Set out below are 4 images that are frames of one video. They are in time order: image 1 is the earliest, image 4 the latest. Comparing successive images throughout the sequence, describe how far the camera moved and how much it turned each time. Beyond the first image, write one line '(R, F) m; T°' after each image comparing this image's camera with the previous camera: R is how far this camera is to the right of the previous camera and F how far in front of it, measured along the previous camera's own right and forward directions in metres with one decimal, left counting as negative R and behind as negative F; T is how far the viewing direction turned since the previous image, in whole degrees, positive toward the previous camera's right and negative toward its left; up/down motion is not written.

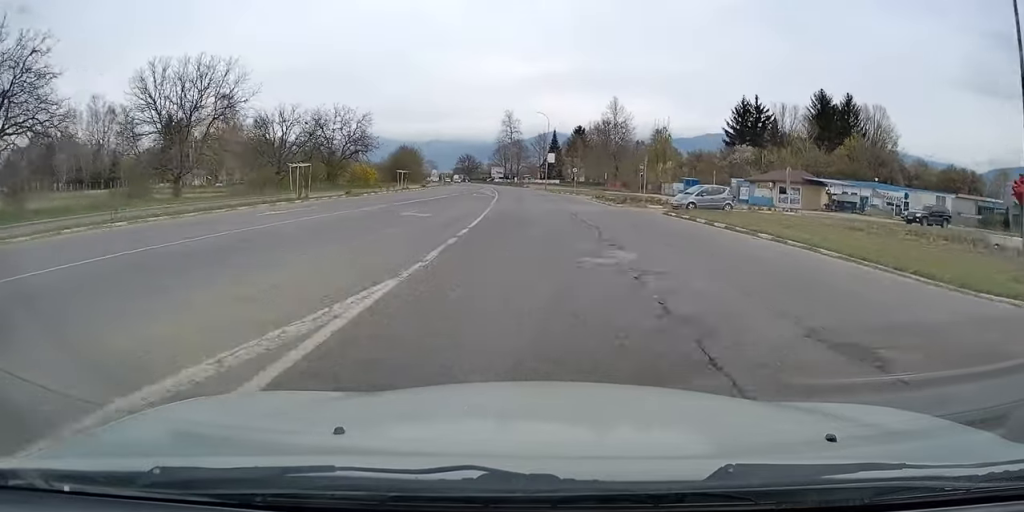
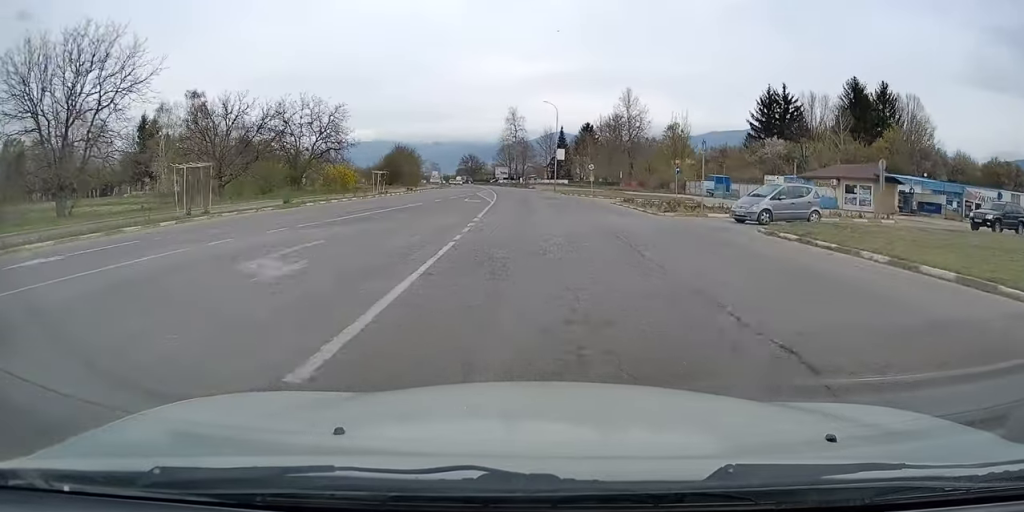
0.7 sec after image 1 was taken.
(-0.4, +12.8) m; -1°
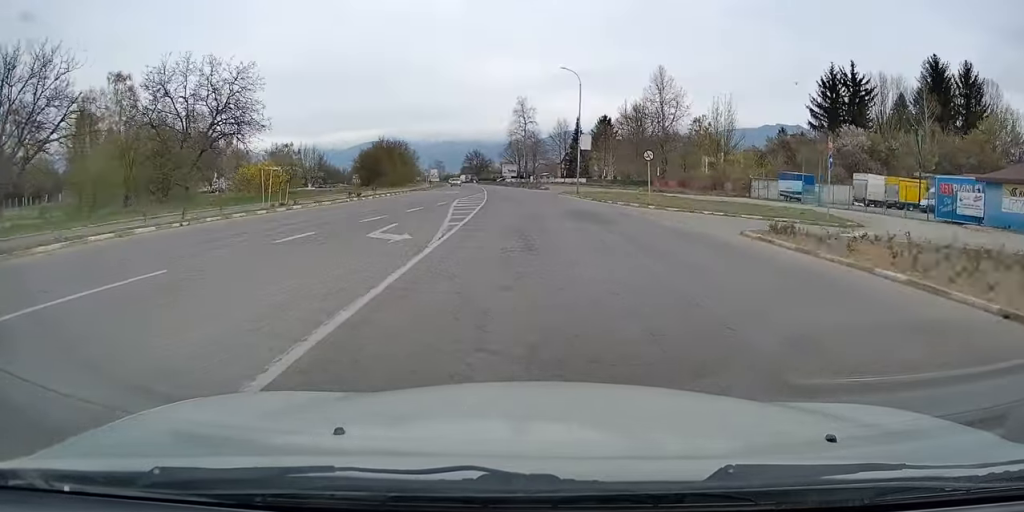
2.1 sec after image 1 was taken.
(0.0, +24.2) m; -1°
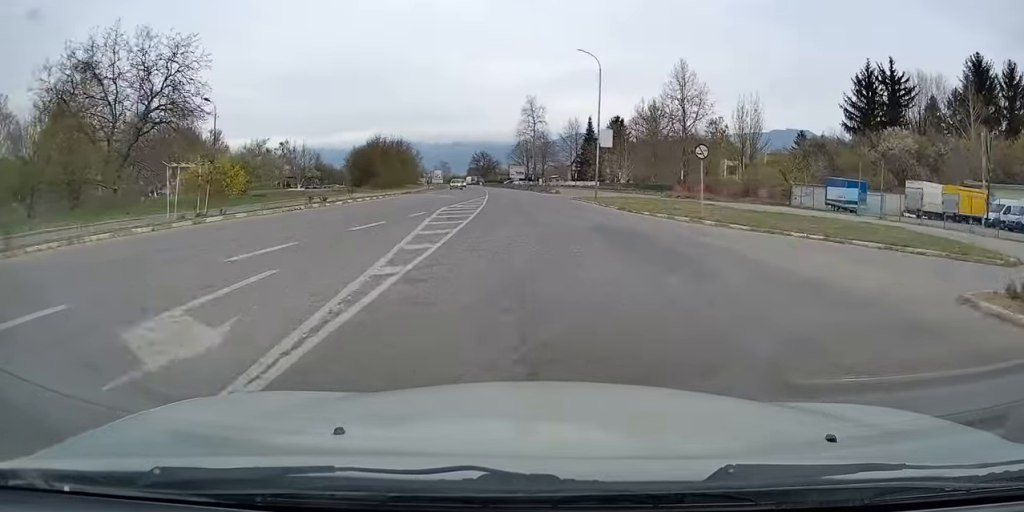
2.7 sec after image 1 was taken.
(-0.1, +9.1) m; -1°
